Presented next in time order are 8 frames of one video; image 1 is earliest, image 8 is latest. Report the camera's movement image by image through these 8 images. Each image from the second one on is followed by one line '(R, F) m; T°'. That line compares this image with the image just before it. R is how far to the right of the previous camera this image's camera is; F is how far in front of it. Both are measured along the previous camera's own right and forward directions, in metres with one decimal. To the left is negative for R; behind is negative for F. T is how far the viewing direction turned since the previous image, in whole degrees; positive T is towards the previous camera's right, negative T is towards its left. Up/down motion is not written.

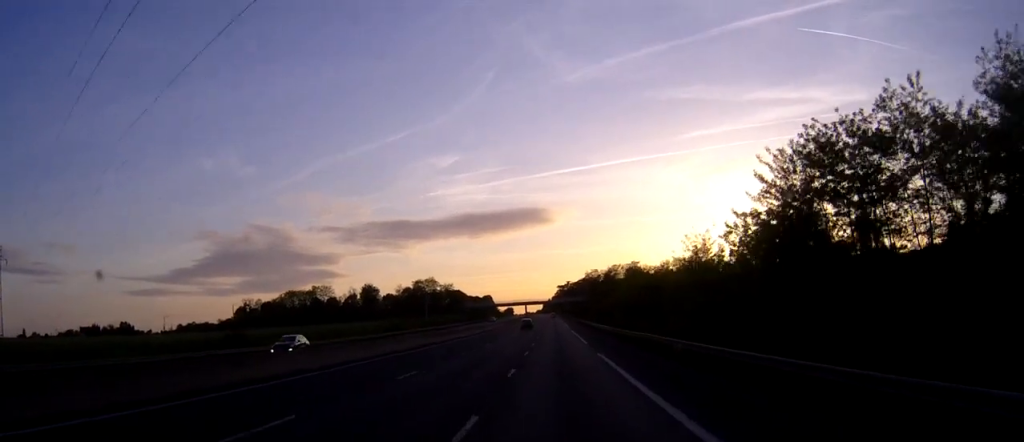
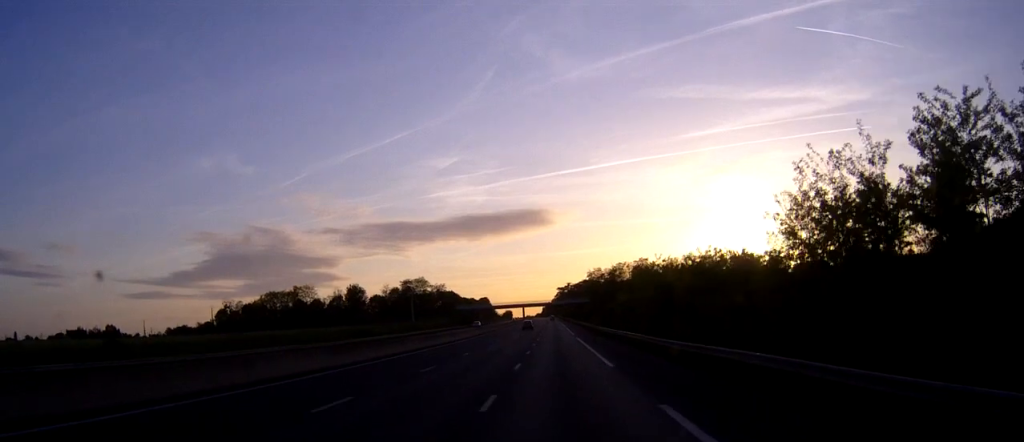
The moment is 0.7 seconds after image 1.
(0.0, +21.6) m; 0°
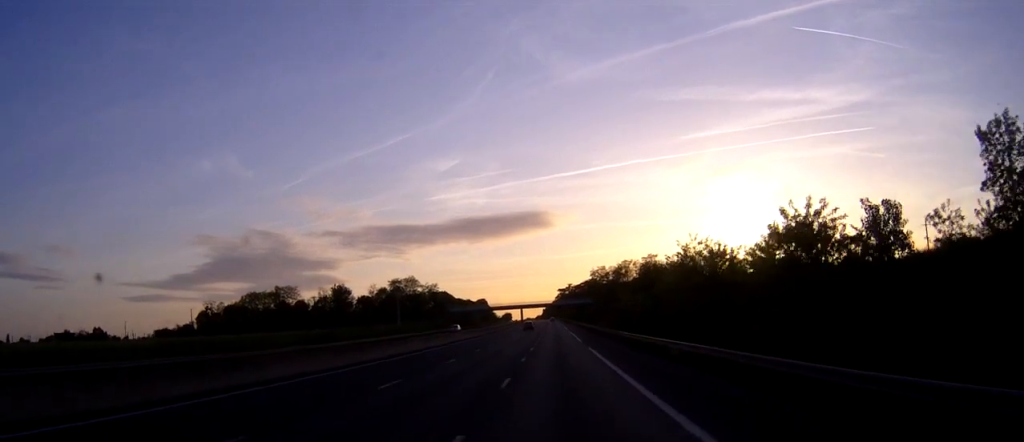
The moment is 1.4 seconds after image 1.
(0.0, +19.6) m; 0°
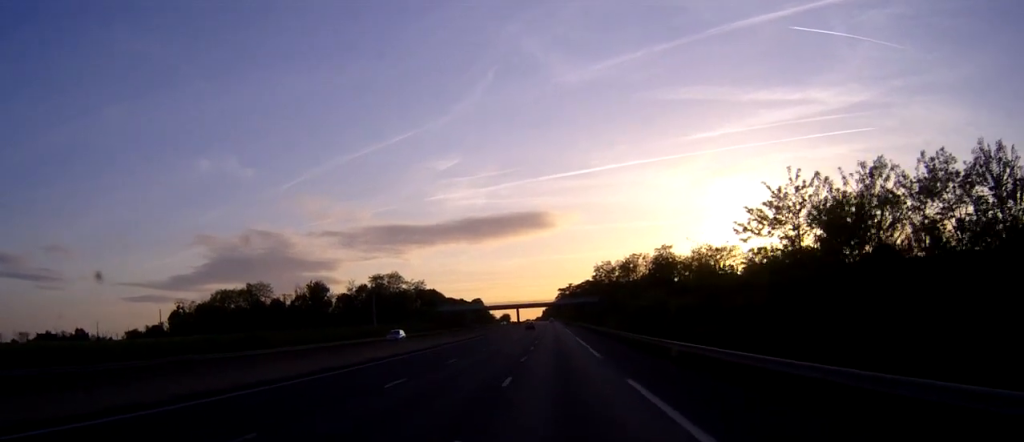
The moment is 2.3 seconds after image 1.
(0.0, +25.3) m; 0°
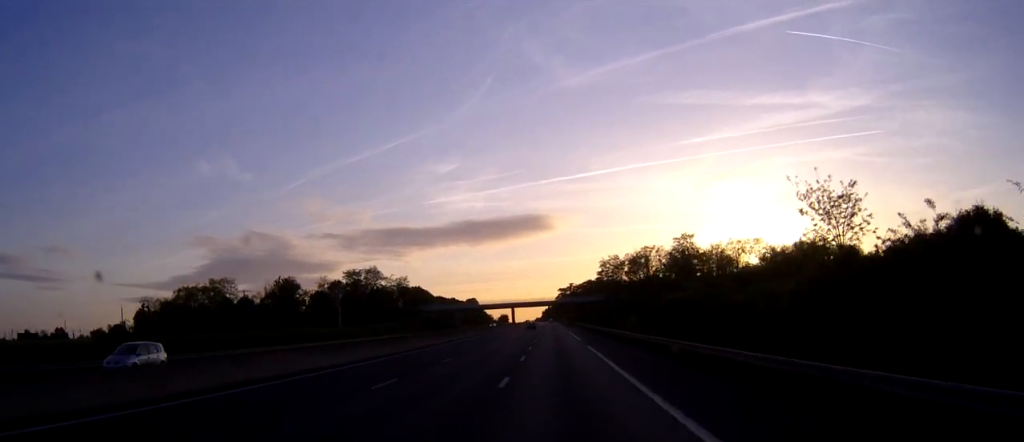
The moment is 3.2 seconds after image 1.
(-0.1, +27.2) m; 0°
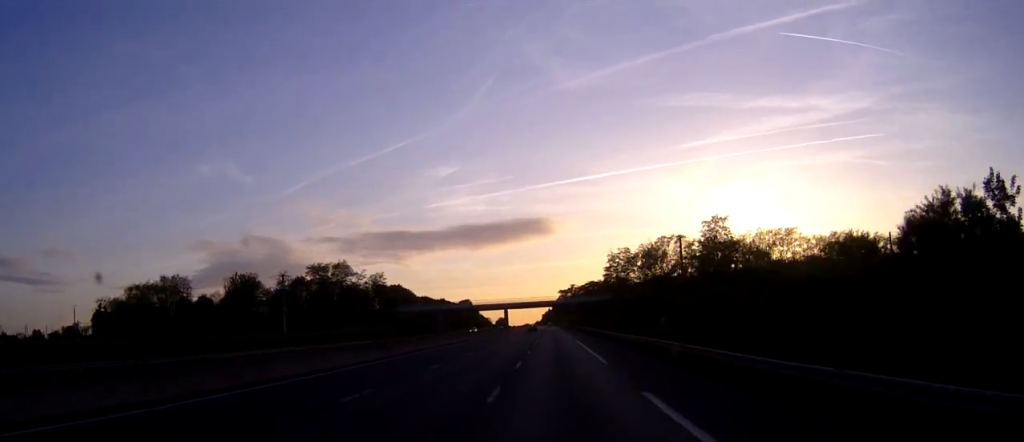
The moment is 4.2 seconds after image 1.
(0.0, +28.9) m; 0°
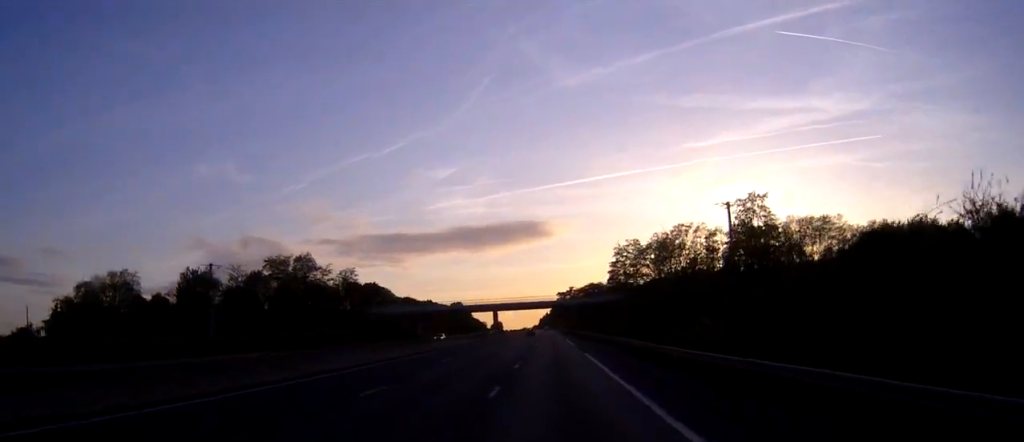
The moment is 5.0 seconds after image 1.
(0.0, +23.8) m; 0°
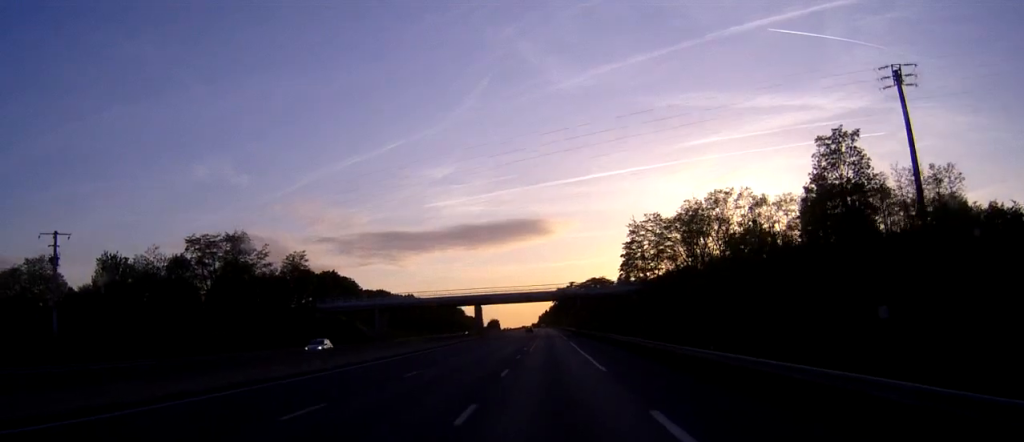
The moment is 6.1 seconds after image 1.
(+0.1, +31.3) m; 0°
